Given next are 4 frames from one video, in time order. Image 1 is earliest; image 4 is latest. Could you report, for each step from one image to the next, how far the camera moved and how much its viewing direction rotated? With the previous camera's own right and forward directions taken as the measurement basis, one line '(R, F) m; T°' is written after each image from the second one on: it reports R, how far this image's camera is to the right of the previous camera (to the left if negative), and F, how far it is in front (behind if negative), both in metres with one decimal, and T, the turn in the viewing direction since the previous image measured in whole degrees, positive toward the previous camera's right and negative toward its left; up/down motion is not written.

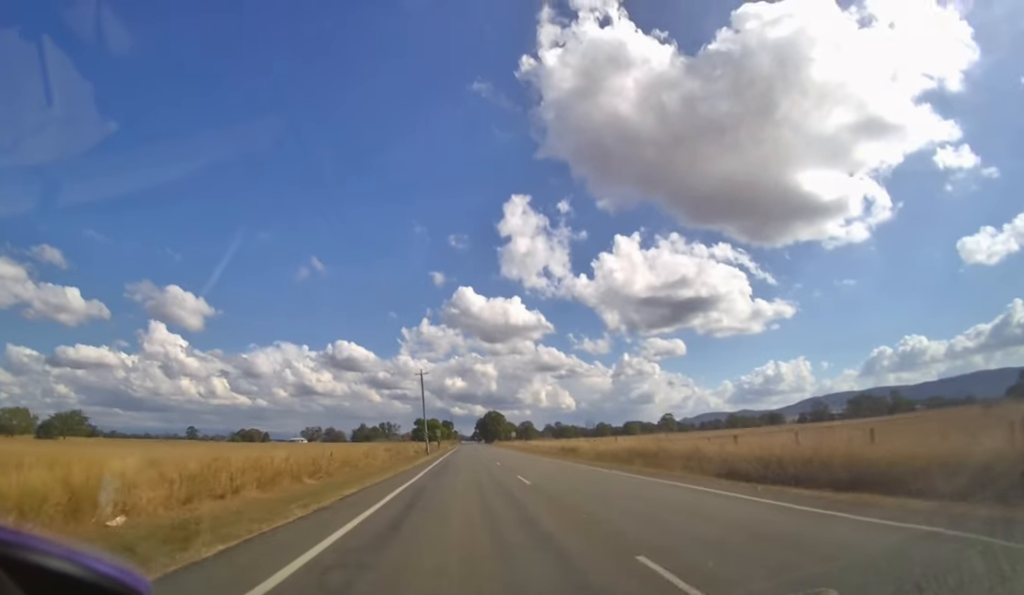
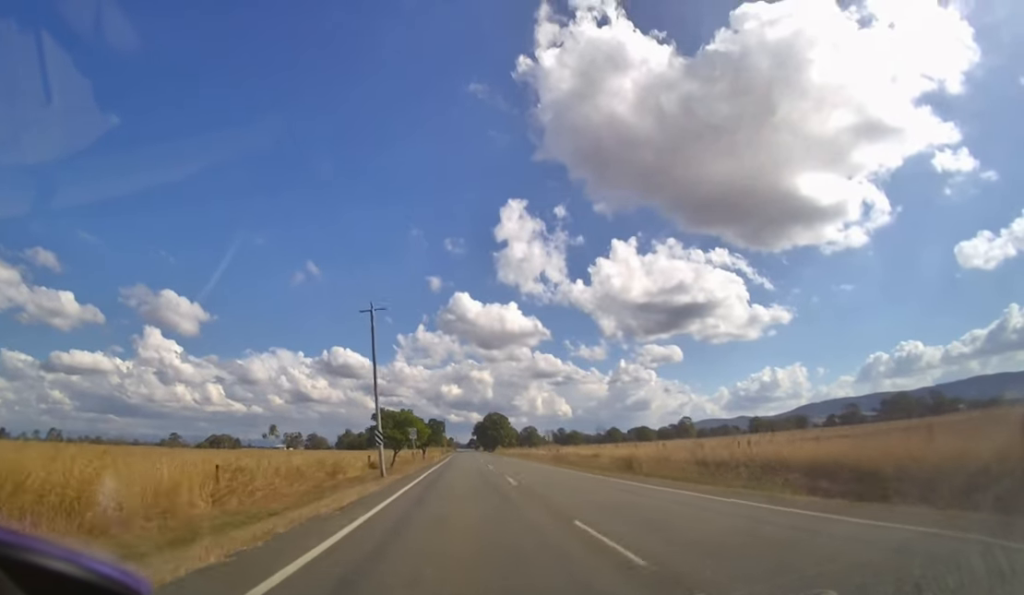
(0.0, +35.6) m; 0°
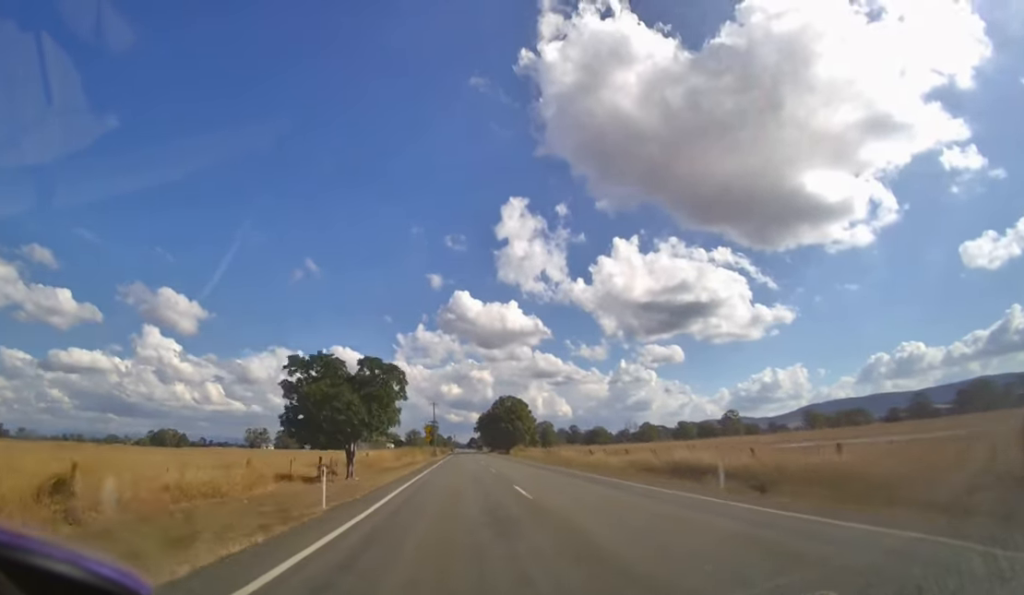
(+0.2, +49.2) m; 0°
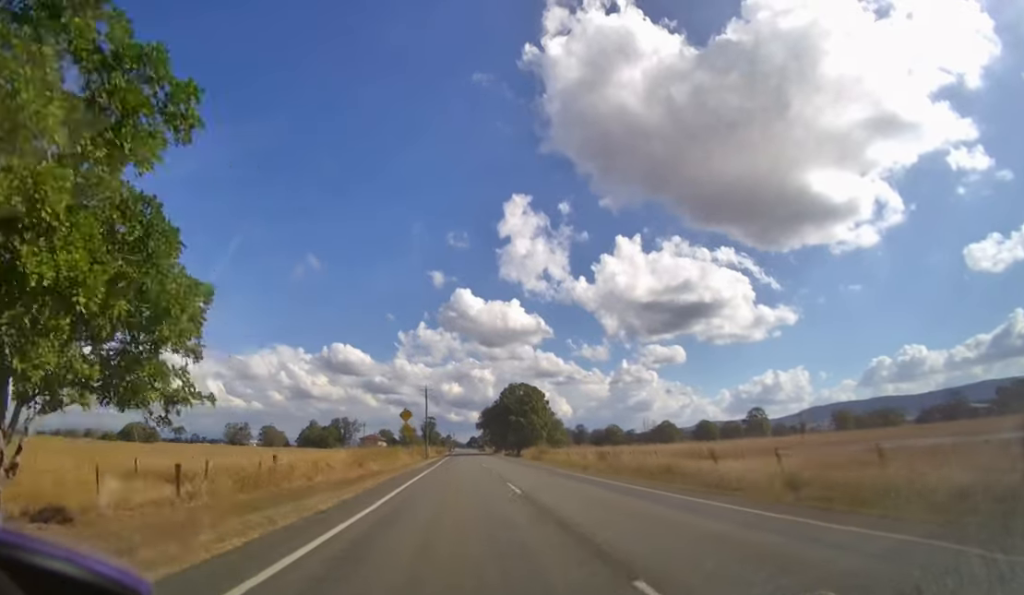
(0.0, +18.7) m; 0°
